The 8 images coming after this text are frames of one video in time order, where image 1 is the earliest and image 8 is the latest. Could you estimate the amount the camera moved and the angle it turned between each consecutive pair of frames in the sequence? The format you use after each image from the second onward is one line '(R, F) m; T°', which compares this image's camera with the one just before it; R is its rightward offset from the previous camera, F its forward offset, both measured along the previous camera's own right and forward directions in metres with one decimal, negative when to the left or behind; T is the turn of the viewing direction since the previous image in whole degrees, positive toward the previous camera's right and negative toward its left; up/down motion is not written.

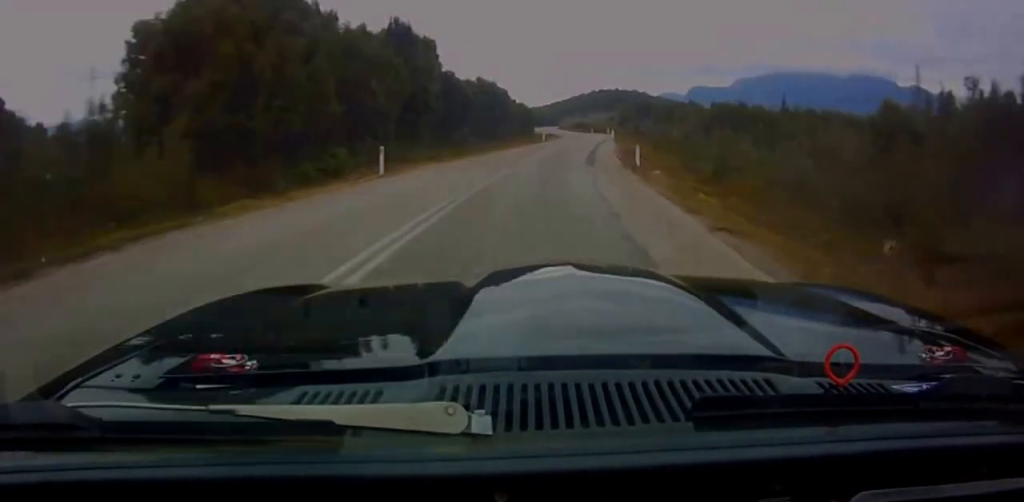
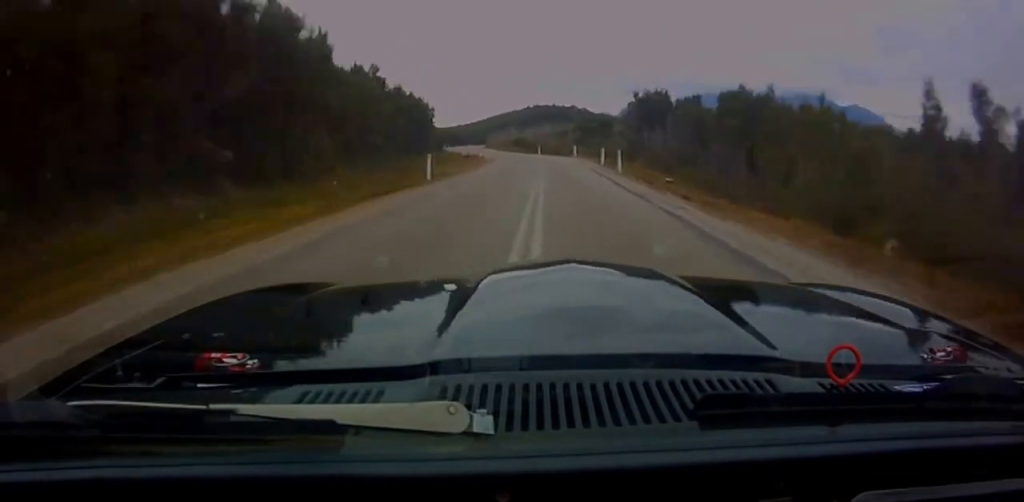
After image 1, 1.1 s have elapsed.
(+3.1, +49.2) m; +2°
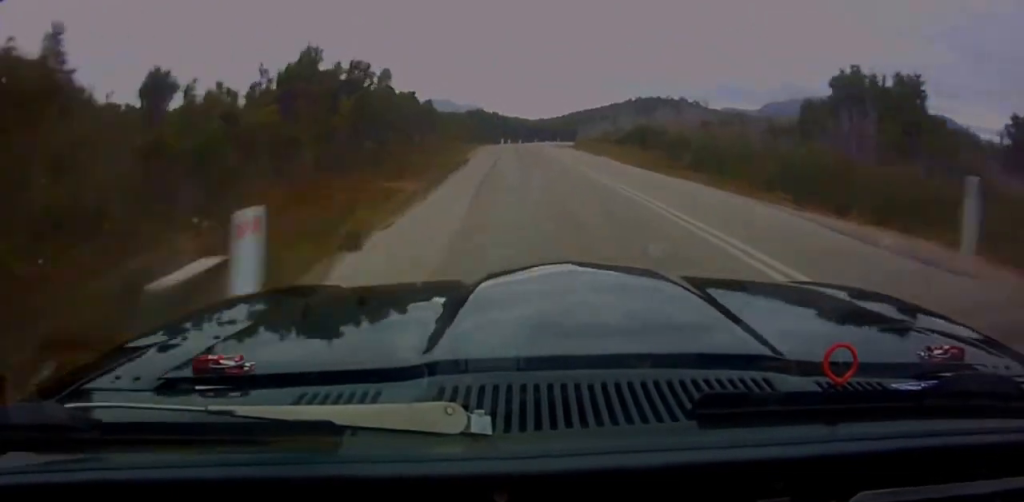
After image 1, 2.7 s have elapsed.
(-2.8, +70.2) m; -5°
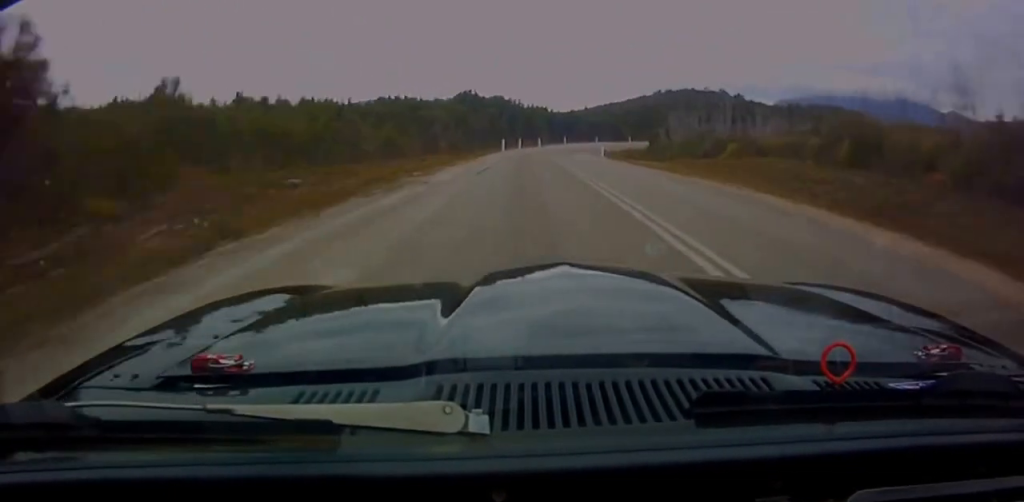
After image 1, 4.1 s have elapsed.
(+0.2, +54.5) m; +6°
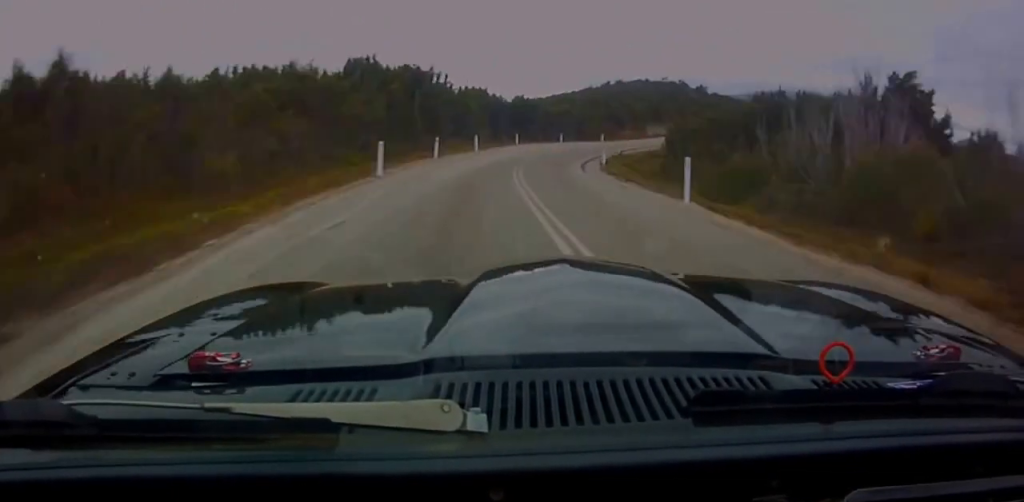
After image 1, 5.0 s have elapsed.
(+2.2, +33.2) m; +9°
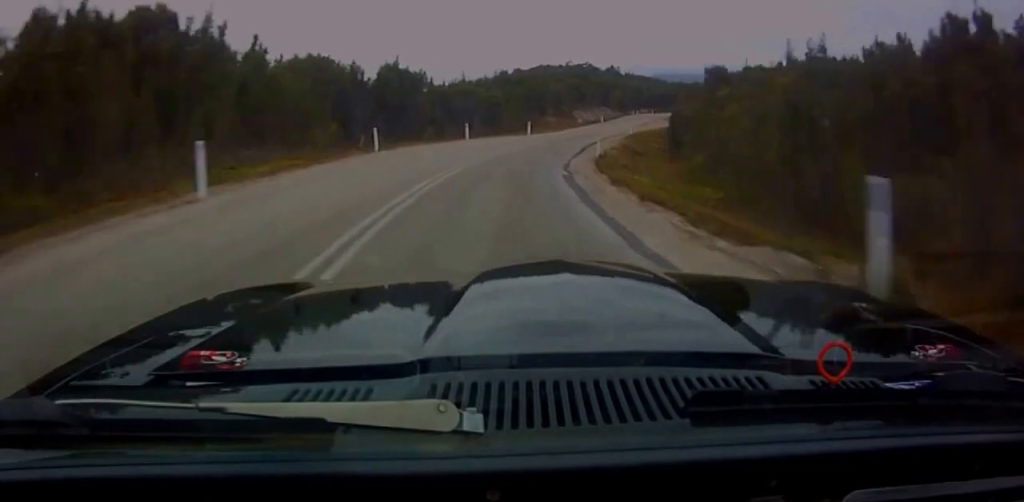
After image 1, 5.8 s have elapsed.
(+3.0, +31.3) m; +5°
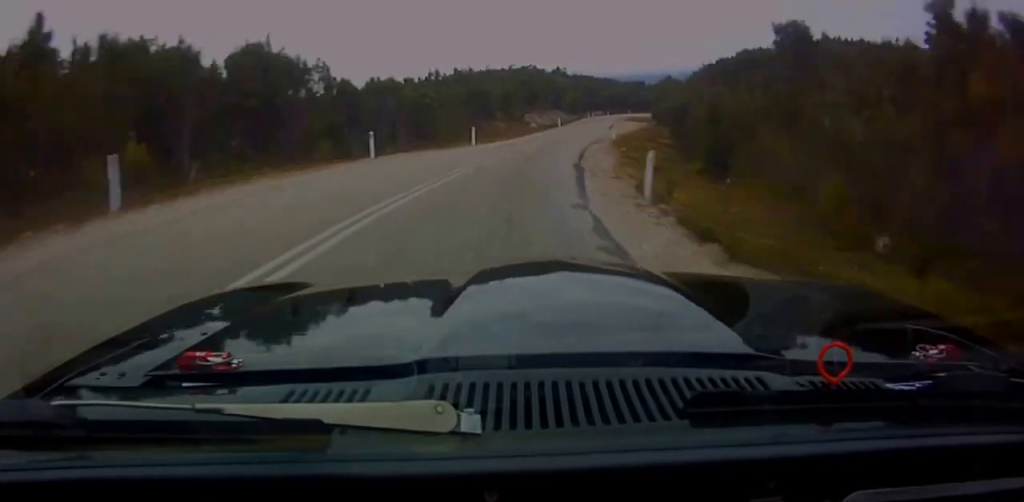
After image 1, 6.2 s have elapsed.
(+0.2, +15.8) m; +2°
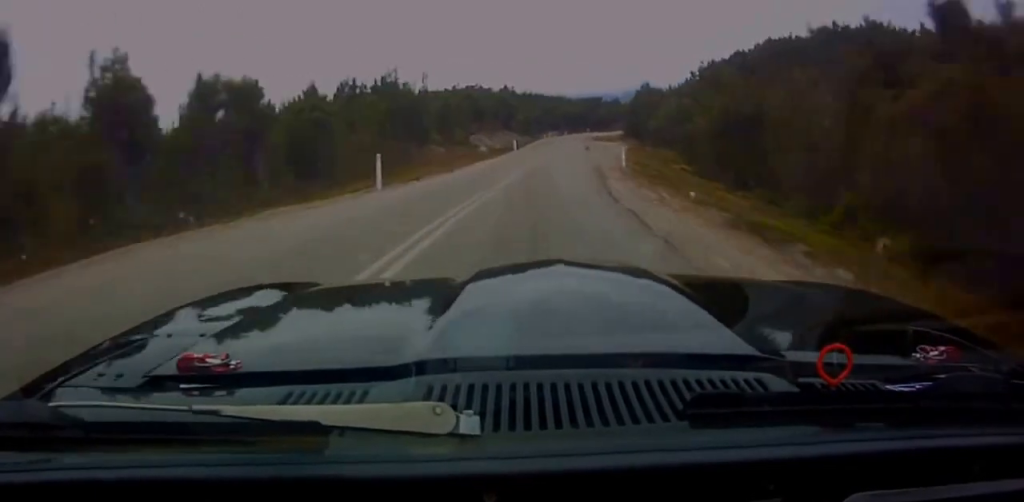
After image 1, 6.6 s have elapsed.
(-0.4, +17.1) m; +2°
